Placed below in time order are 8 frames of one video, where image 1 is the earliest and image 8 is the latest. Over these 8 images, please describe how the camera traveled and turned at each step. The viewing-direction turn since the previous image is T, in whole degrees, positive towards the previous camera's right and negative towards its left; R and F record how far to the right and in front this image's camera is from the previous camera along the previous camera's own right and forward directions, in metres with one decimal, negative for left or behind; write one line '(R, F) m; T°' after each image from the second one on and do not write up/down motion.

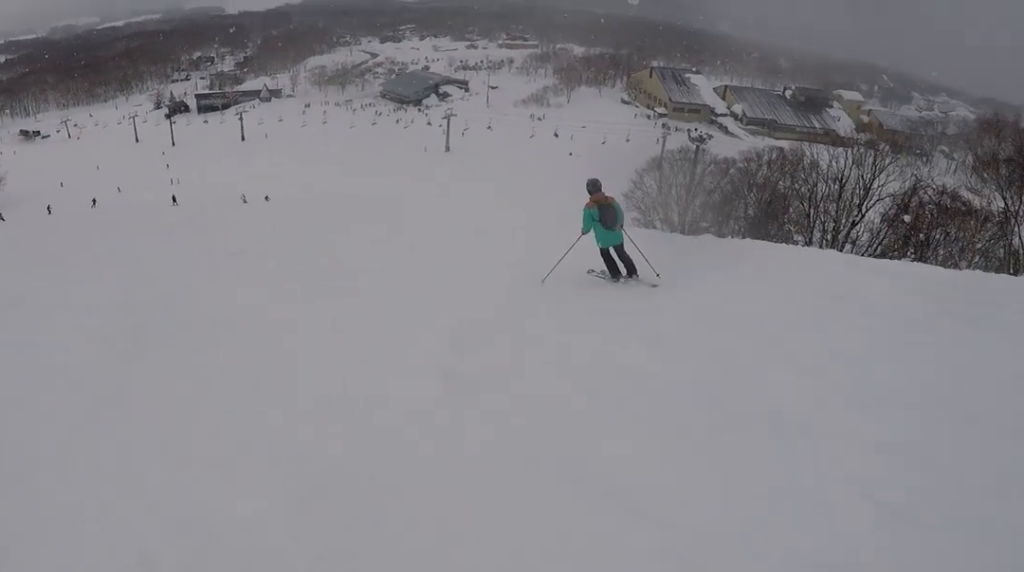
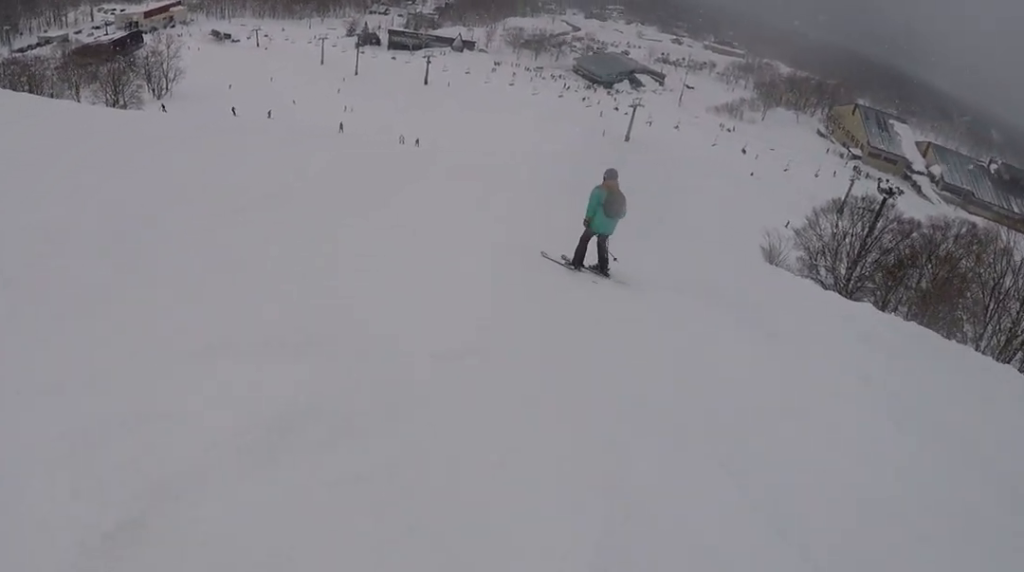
(-1.0, +3.4) m; -34°
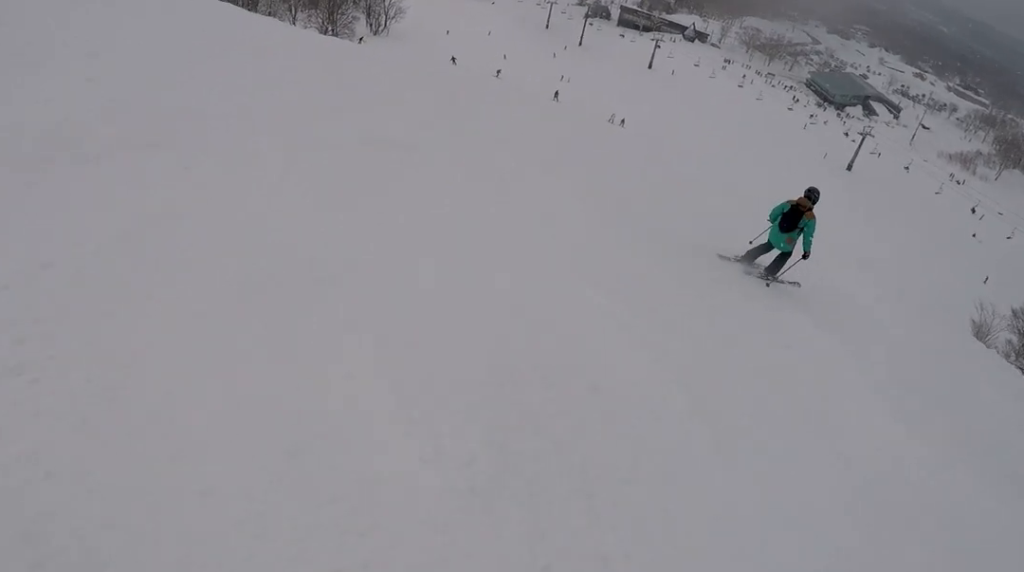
(-0.9, +3.4) m; -7°
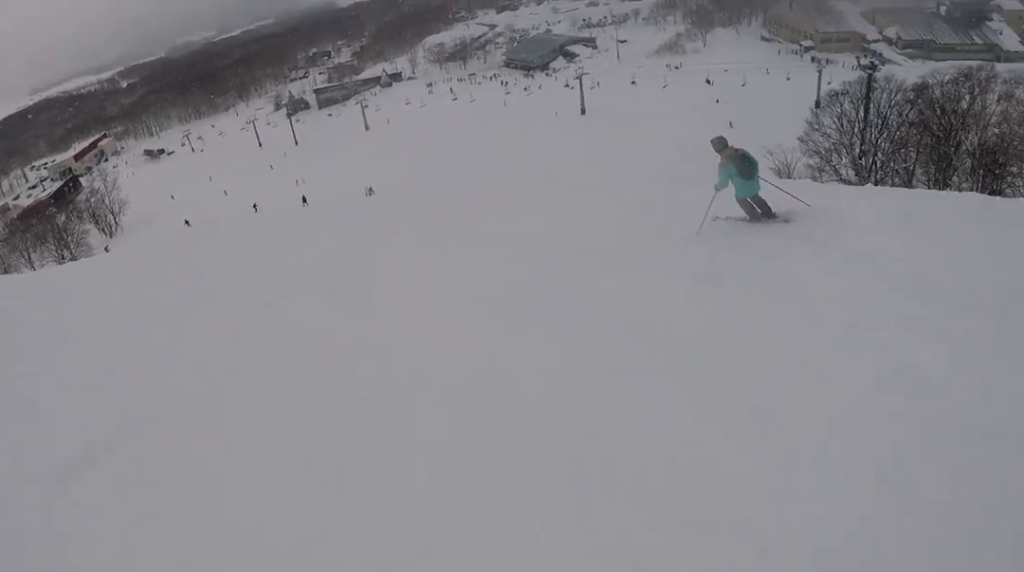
(+0.2, +3.8) m; +13°
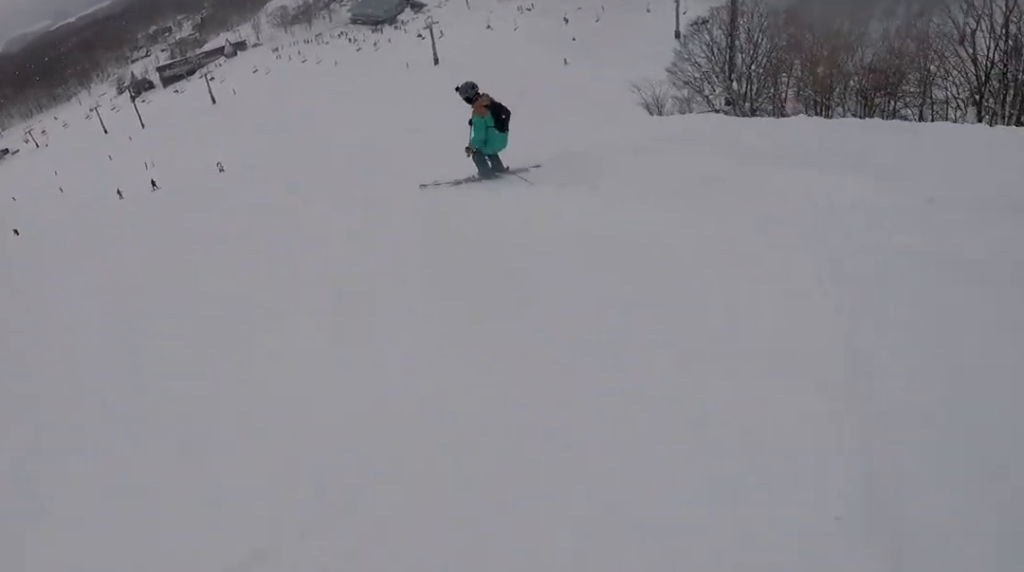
(+0.7, +3.8) m; +7°
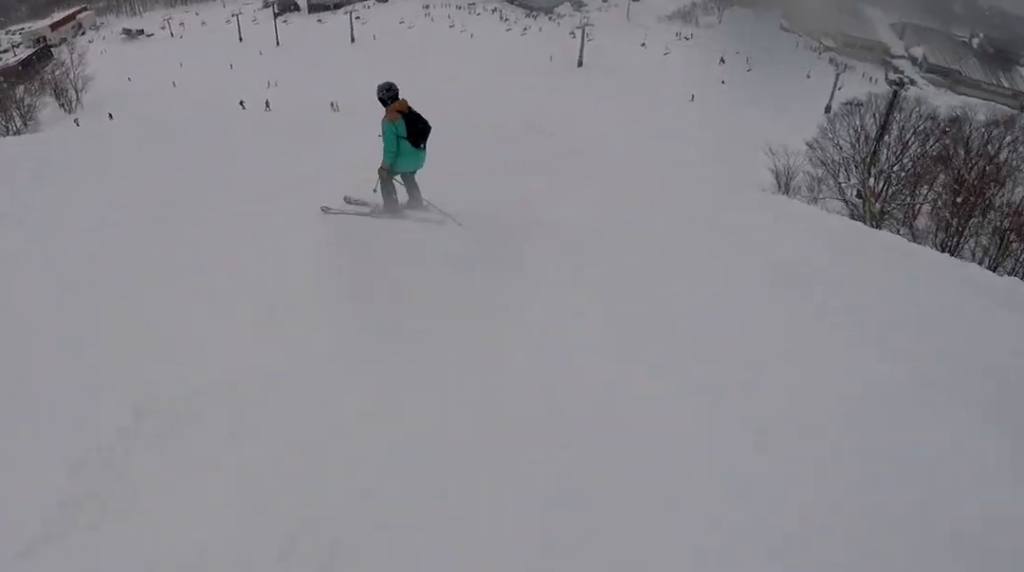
(+0.6, +2.3) m; -1°
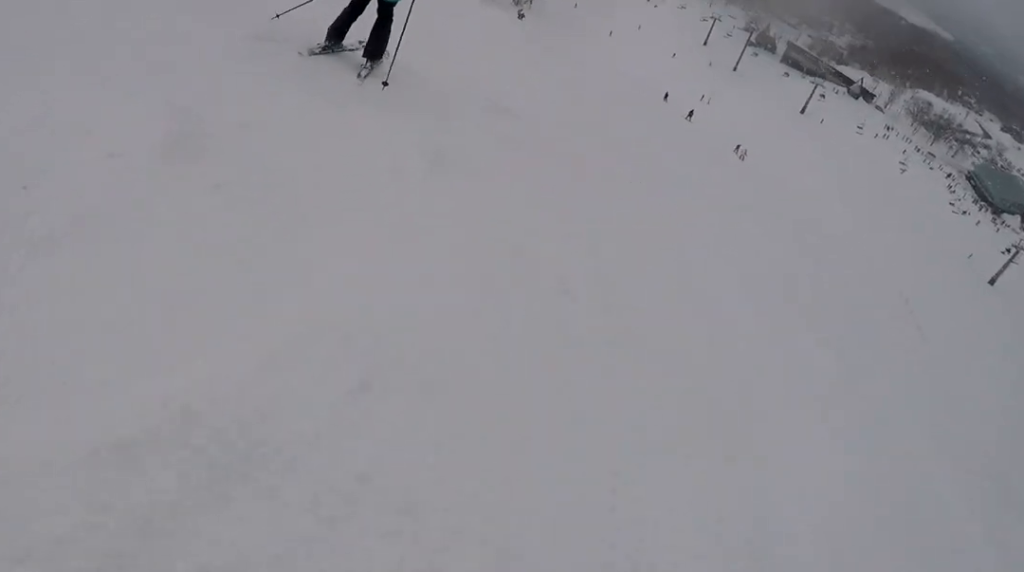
(-1.3, +3.8) m; -45°
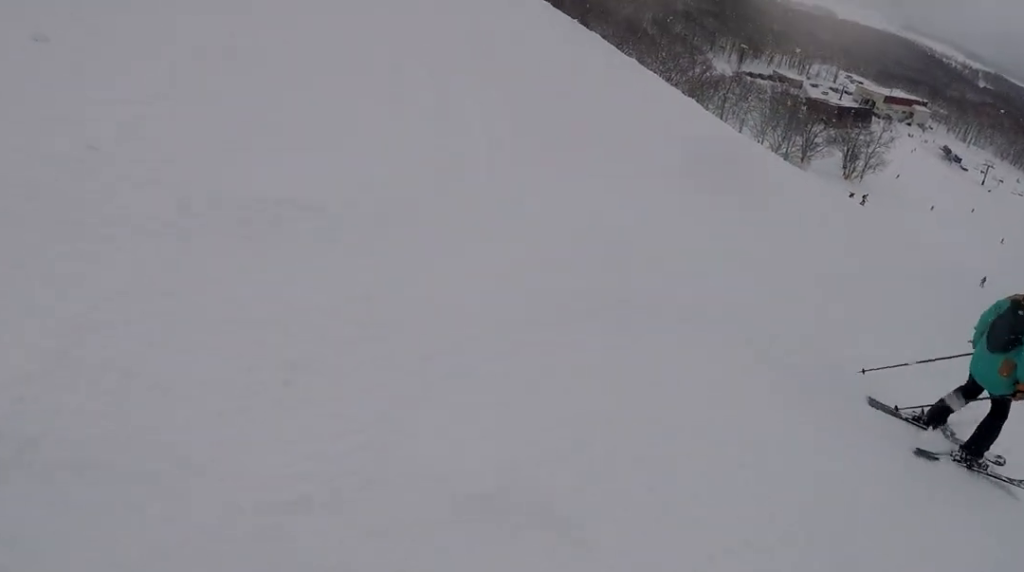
(-1.9, +4.3) m; -19°
